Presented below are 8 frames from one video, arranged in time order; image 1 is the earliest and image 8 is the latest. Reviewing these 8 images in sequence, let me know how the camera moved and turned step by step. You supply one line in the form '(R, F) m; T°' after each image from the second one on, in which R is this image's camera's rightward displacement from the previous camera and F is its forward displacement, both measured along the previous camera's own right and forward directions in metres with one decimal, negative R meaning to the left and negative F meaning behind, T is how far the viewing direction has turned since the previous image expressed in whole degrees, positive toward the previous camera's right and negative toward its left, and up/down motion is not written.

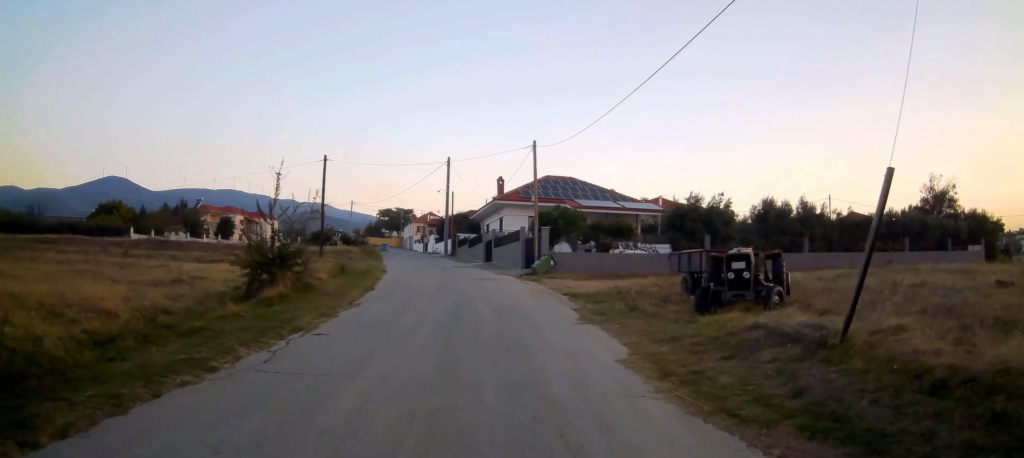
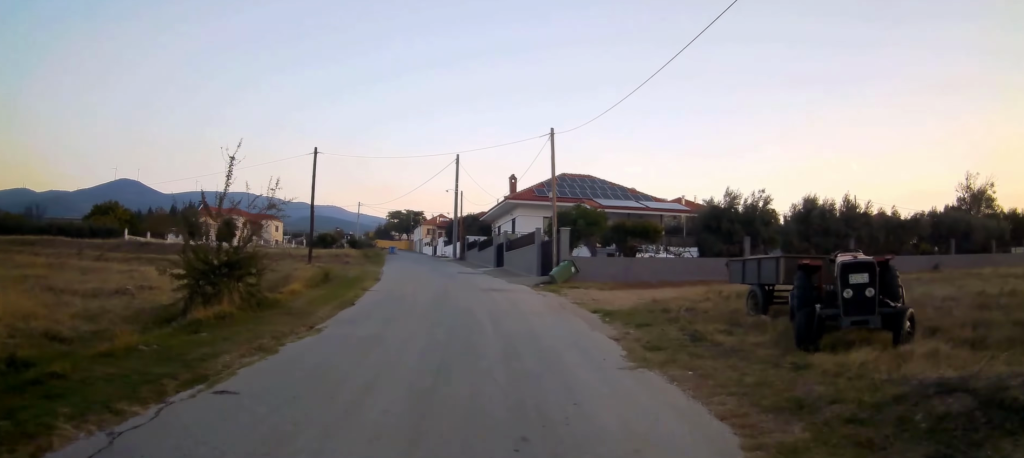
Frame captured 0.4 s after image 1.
(+0.1, +4.2) m; -1°
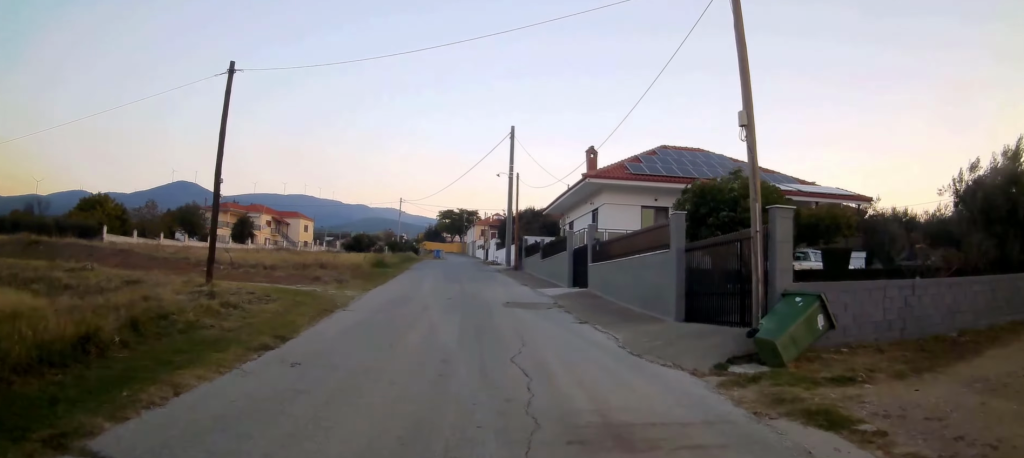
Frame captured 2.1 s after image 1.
(-1.0, +16.1) m; -7°
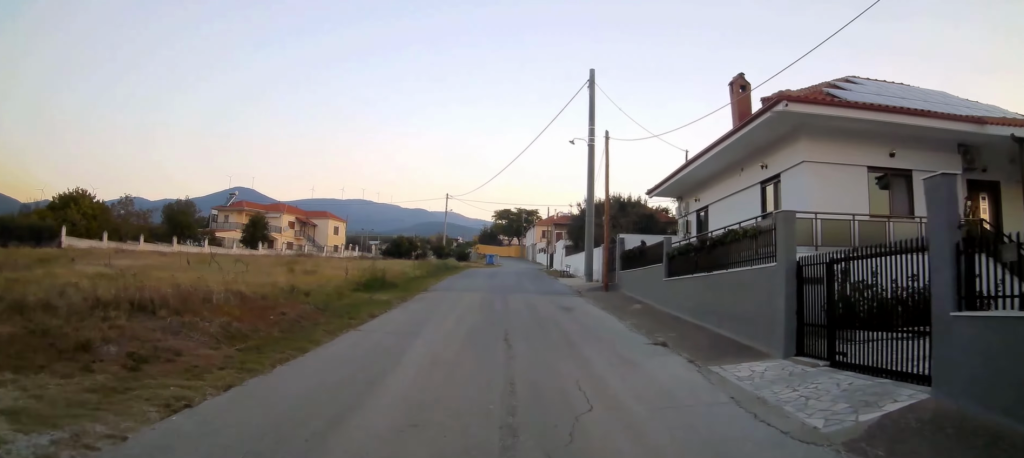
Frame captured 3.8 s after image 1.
(-0.6, +15.3) m; -3°
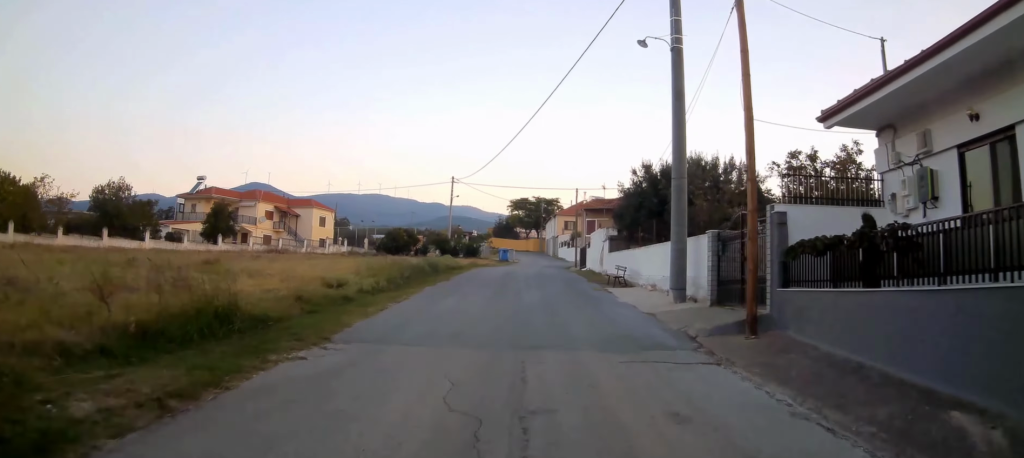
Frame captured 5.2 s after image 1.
(0.0, +13.6) m; 0°
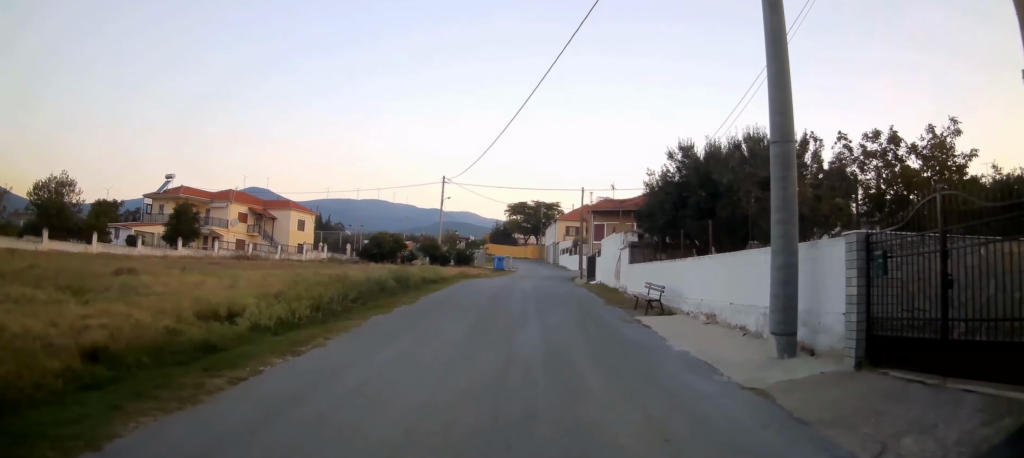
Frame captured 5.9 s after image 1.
(+0.1, +6.6) m; 0°
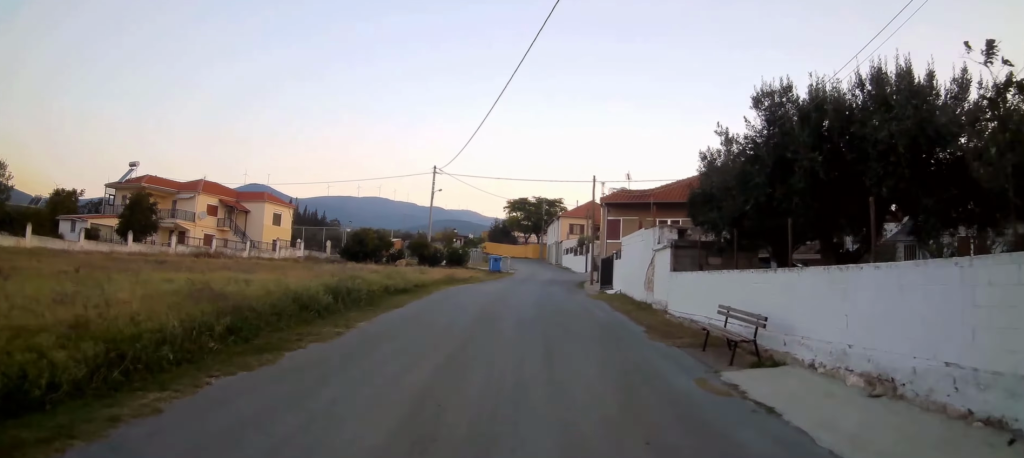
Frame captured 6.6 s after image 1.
(+0.1, +6.9) m; 0°
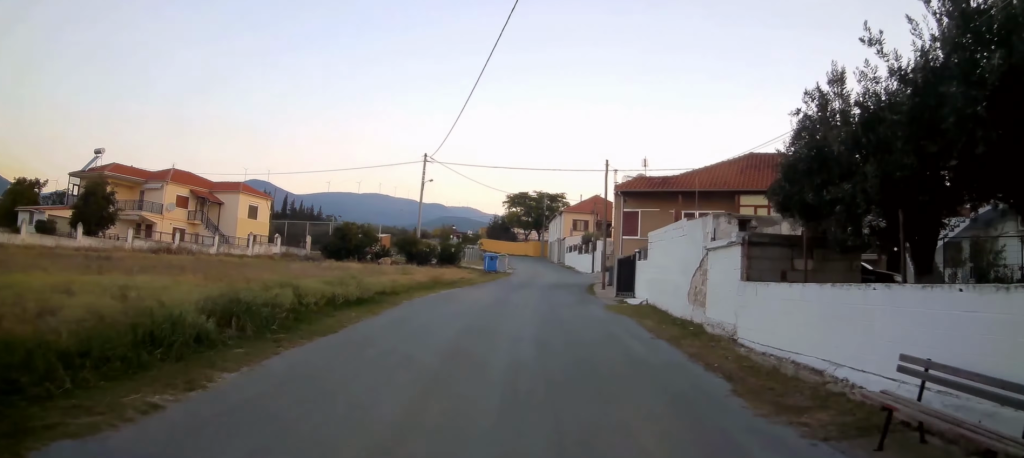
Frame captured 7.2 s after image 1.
(-0.1, +5.6) m; 0°
